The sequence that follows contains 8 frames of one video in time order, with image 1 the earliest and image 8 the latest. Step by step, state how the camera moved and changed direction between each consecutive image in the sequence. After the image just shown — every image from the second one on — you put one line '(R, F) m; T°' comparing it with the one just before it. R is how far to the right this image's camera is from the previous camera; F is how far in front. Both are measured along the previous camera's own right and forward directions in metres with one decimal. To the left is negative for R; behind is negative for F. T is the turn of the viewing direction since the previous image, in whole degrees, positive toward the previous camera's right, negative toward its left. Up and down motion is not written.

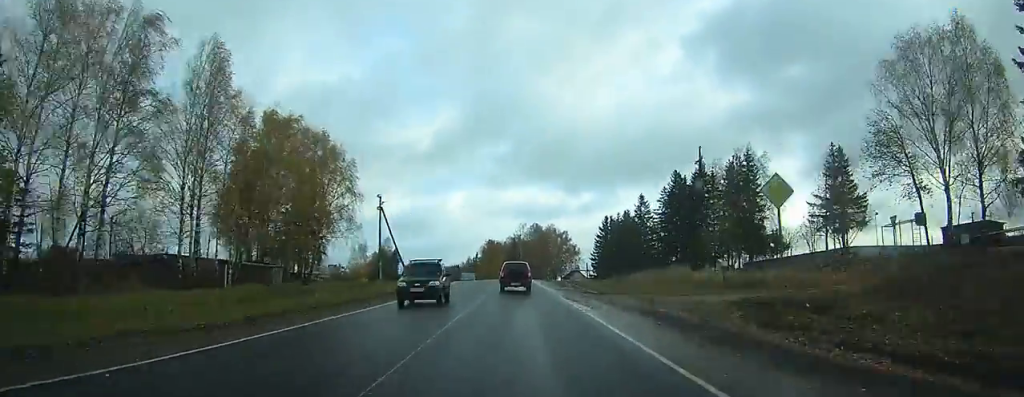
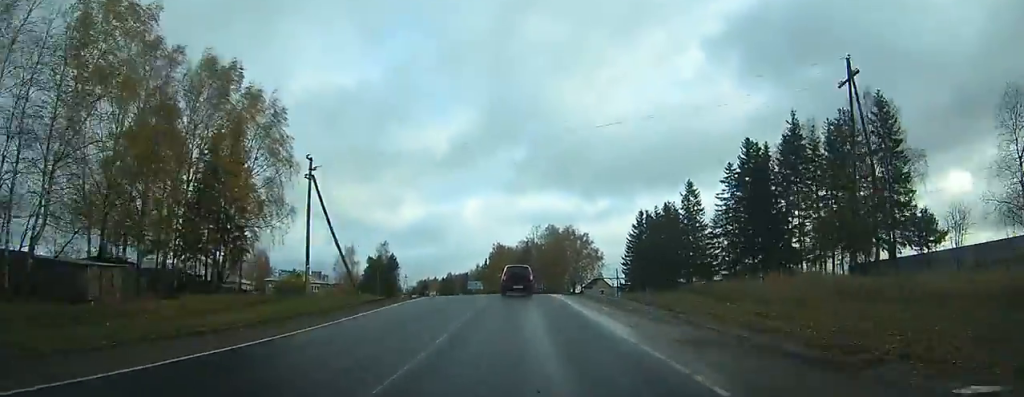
(-0.1, +26.0) m; -1°
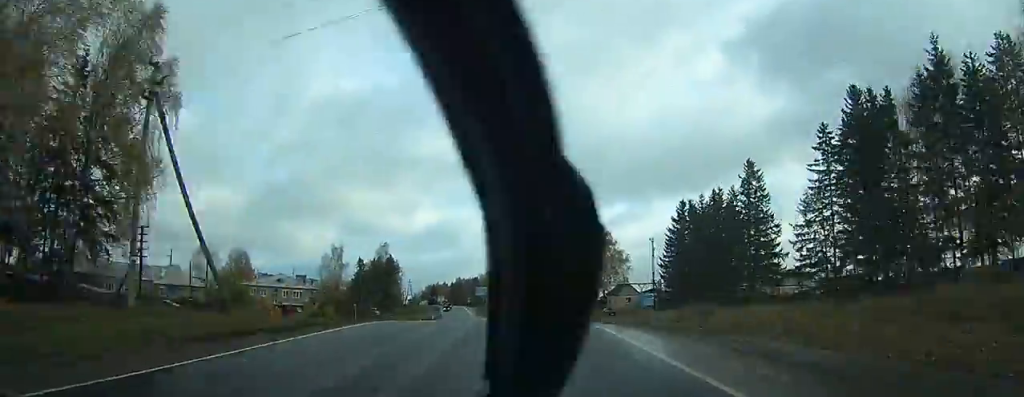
(-0.2, +20.6) m; -1°
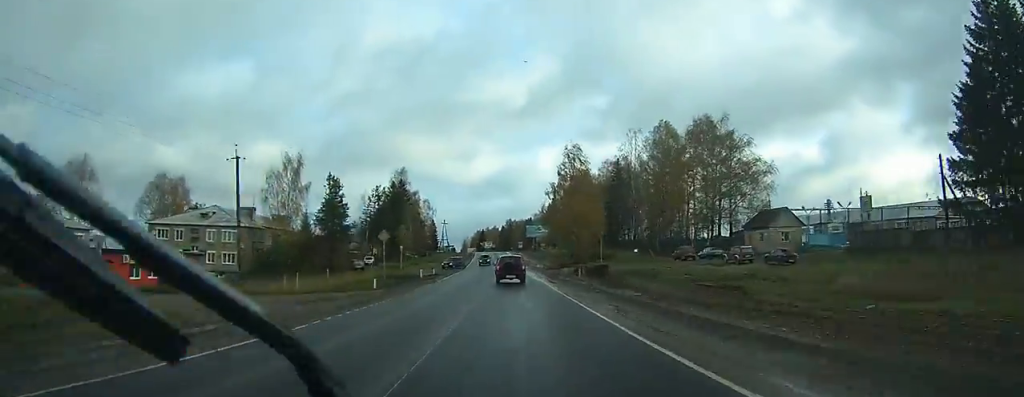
(-1.9, +55.1) m; -4°
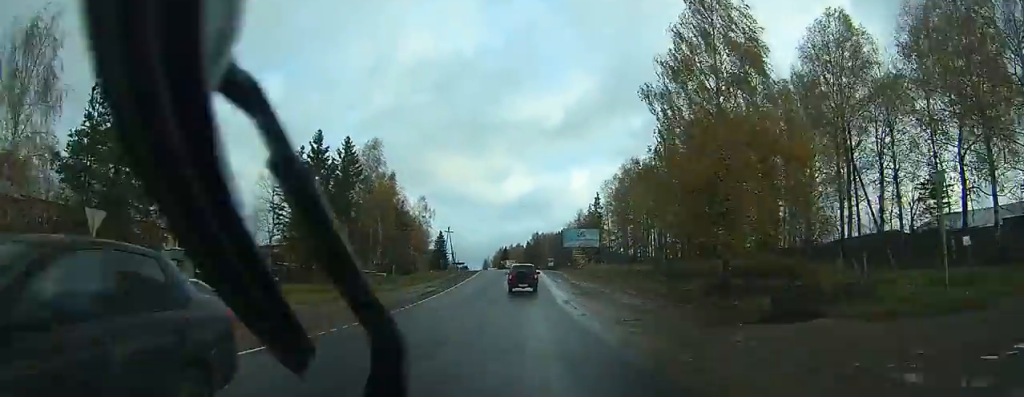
(-1.6, +51.8) m; -3°
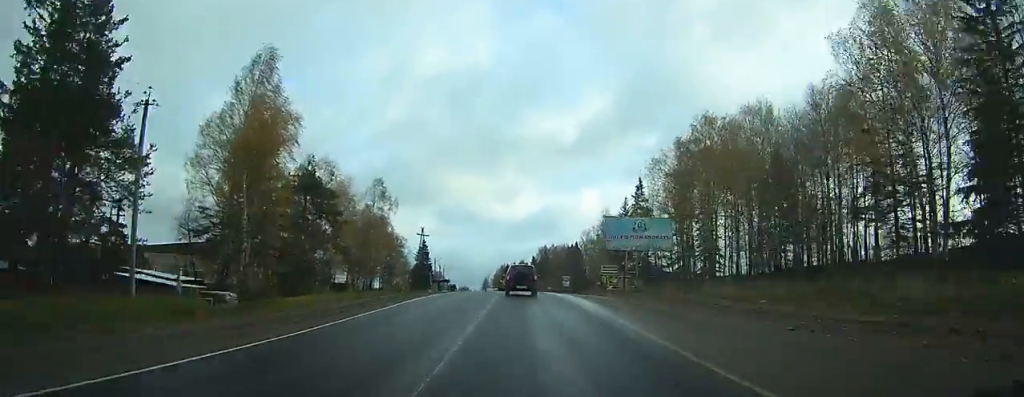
(-0.5, +44.3) m; -1°
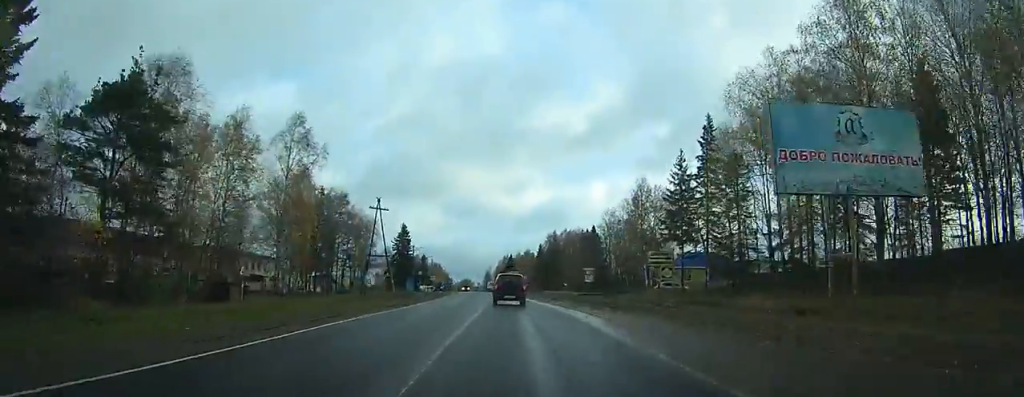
(+0.1, +34.9) m; -1°
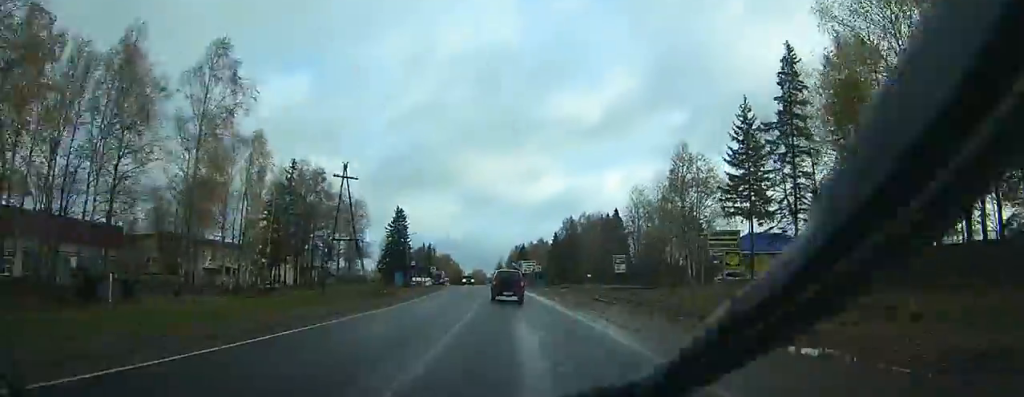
(-0.1, +17.9) m; -1°
